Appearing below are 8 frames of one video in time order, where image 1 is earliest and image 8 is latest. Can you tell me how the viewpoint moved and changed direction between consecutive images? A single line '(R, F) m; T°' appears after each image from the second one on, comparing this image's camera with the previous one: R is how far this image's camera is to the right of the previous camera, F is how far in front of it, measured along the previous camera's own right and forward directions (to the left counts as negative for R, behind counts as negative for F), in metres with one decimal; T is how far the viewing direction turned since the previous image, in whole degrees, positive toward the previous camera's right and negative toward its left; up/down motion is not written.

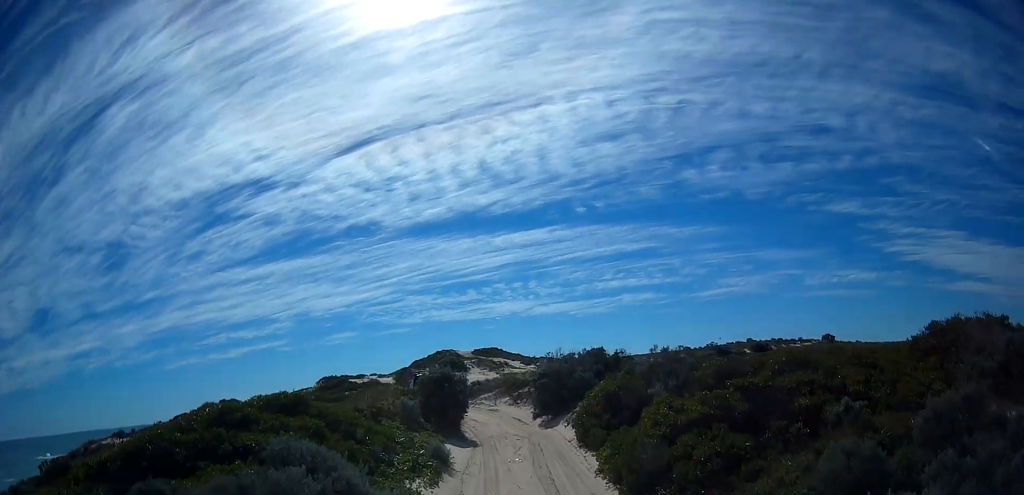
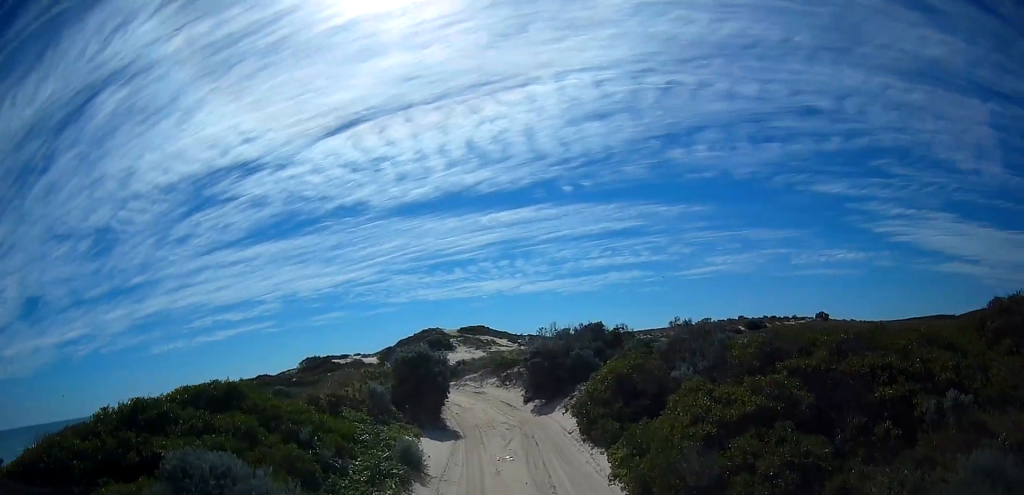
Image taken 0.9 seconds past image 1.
(0.0, +2.2) m; 0°
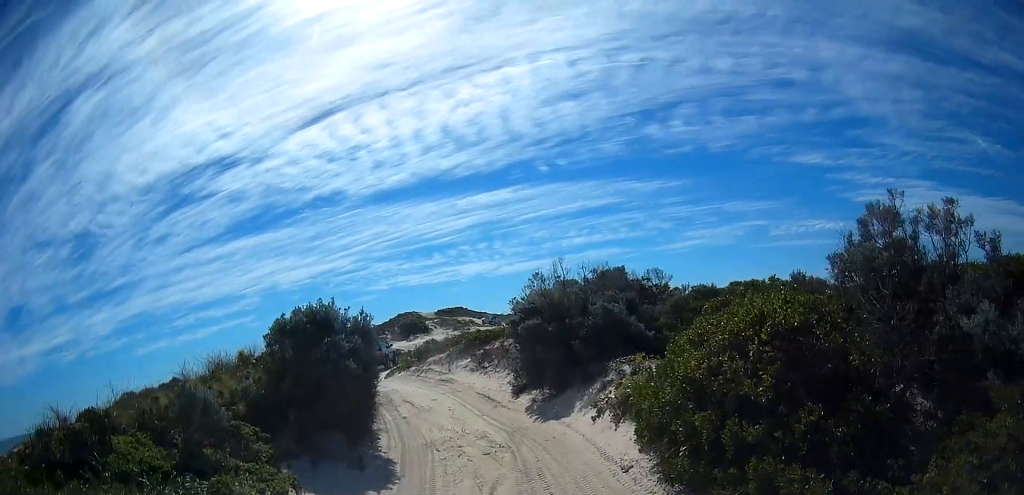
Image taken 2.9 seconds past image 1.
(0.0, +6.1) m; 0°
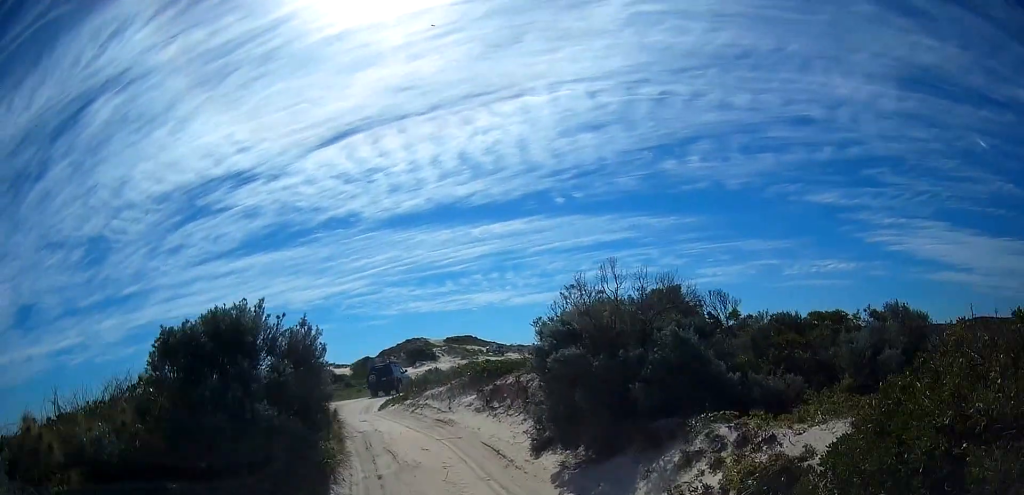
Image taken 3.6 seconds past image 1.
(0.0, +2.7) m; 0°
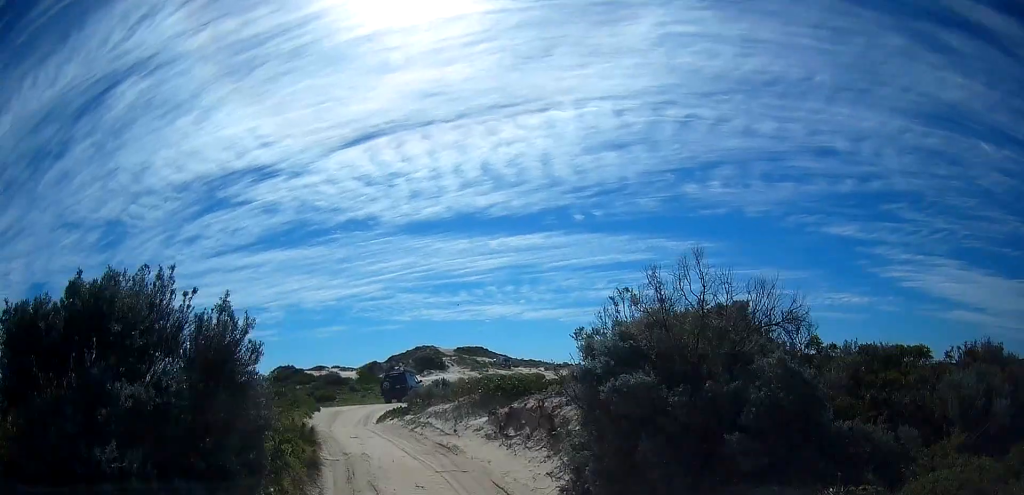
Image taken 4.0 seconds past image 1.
(0.0, +1.8) m; 0°
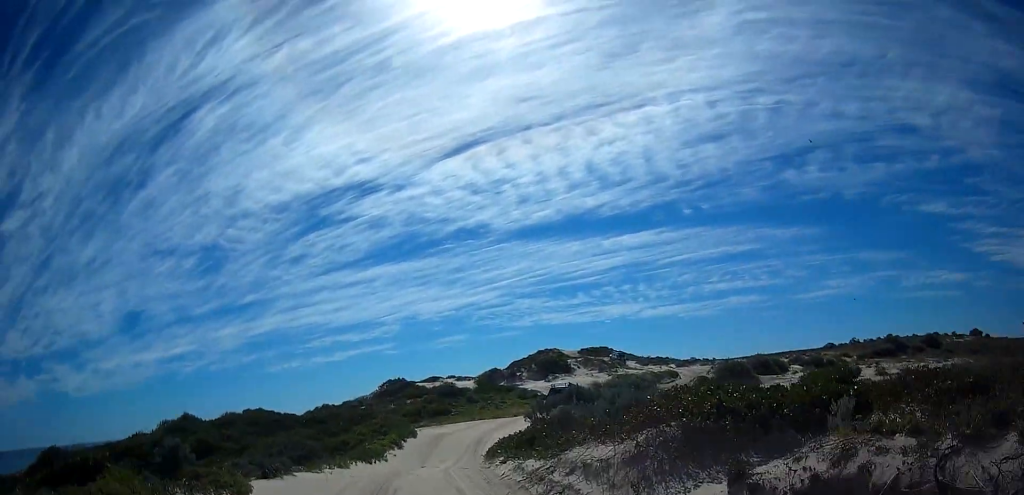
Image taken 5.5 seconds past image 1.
(0.0, +6.2) m; -5°
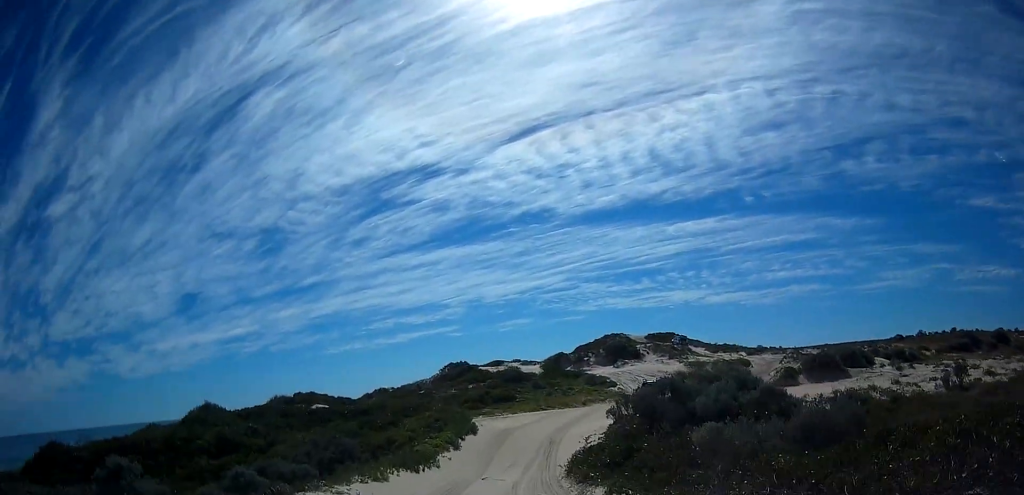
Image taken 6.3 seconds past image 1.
(-0.2, +3.3) m; -7°
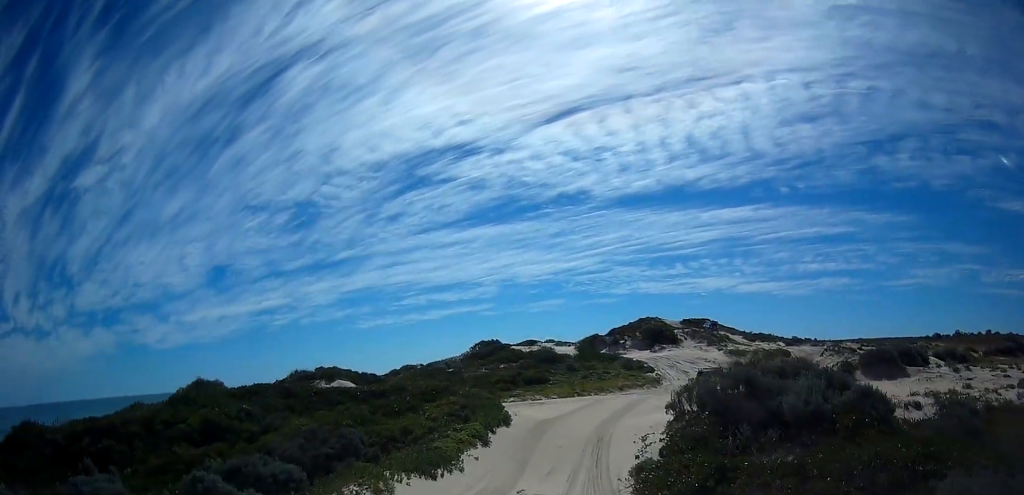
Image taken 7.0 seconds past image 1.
(-0.1, +2.8) m; -4°
